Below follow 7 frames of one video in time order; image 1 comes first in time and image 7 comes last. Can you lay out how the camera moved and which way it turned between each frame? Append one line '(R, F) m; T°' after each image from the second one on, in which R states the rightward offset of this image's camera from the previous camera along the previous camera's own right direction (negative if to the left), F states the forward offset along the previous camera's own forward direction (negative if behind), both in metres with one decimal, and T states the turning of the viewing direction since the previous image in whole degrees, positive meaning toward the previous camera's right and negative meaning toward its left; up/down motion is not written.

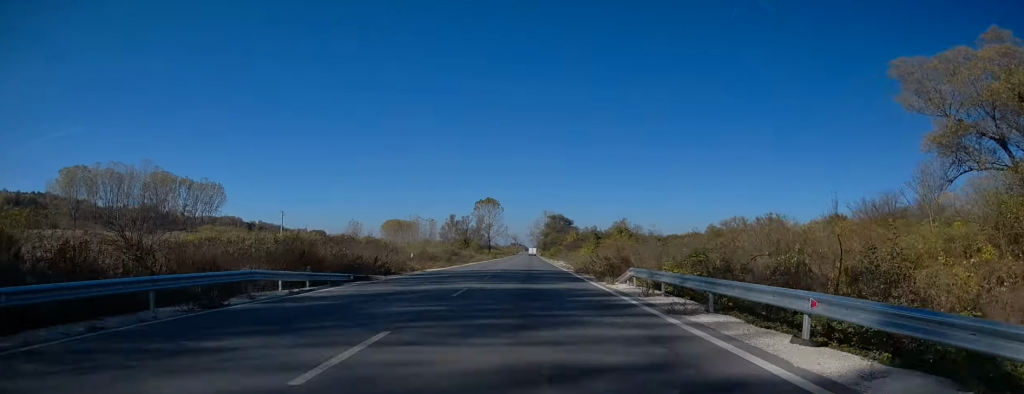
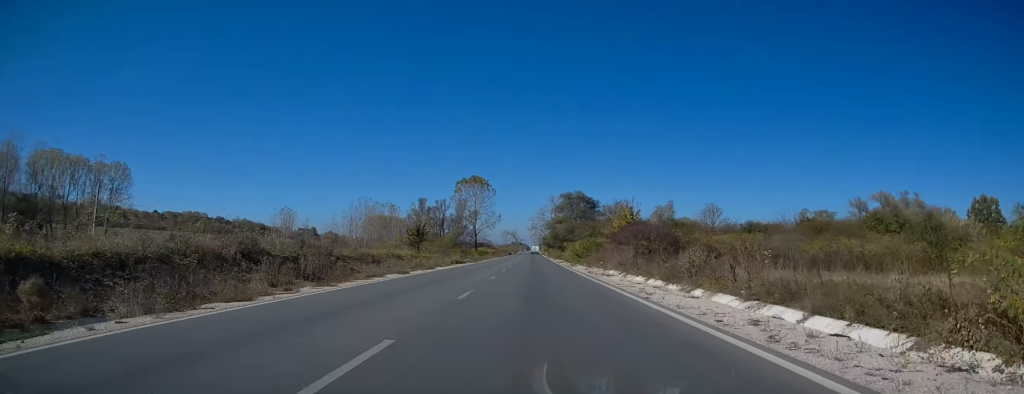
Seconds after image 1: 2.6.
(-0.2, +63.4) m; 0°
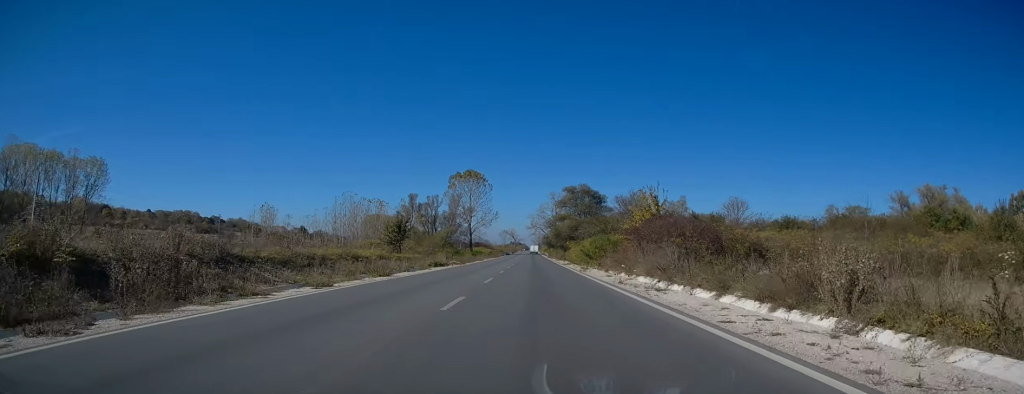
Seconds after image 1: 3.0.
(-0.1, +11.5) m; 0°
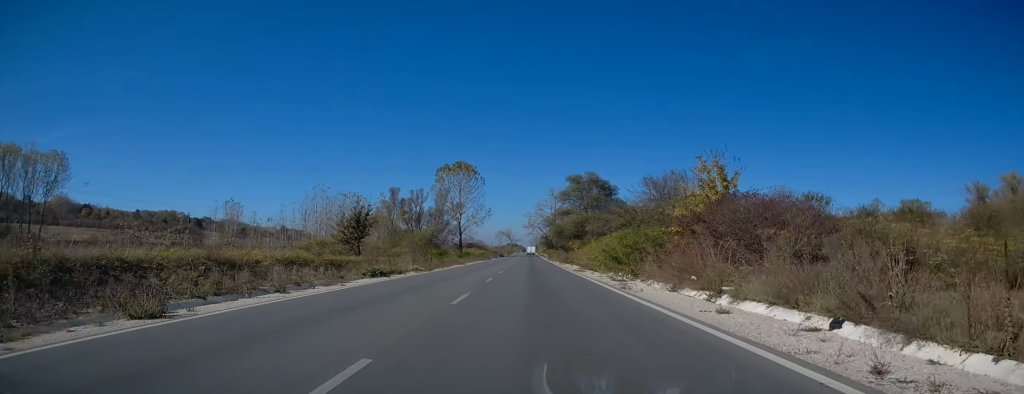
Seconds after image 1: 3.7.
(+0.2, +16.5) m; 0°
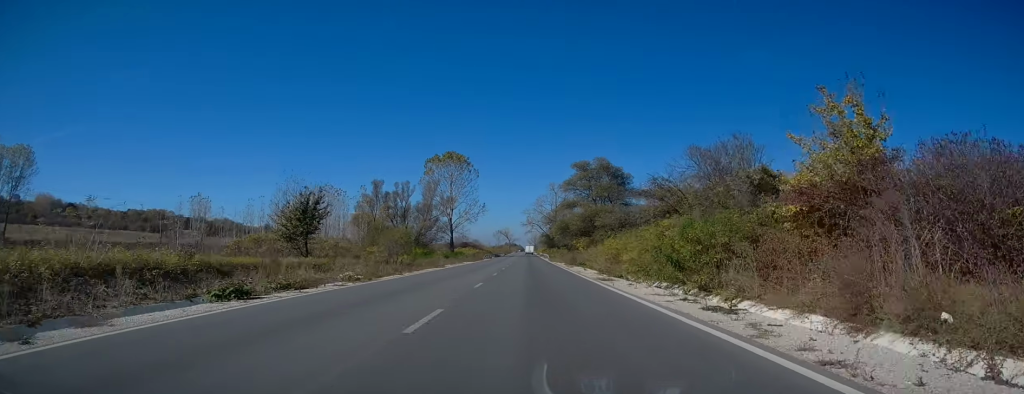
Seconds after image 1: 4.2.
(+0.1, +13.2) m; 0°
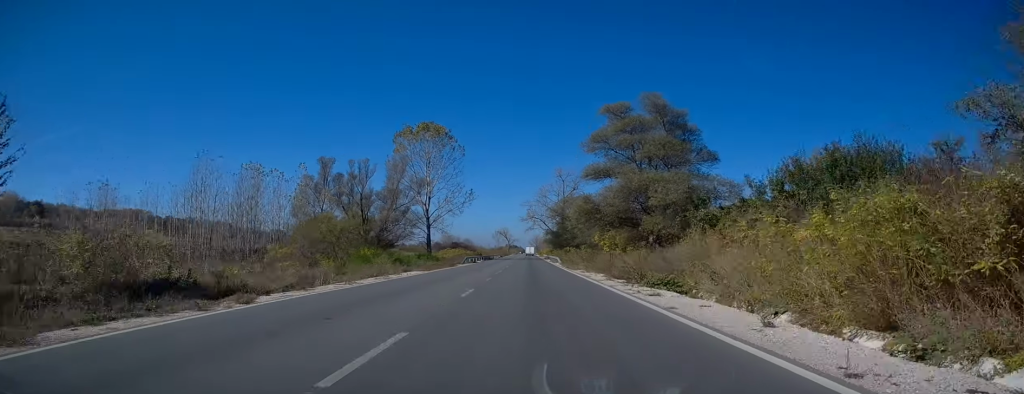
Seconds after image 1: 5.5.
(-0.1, +30.5) m; 0°
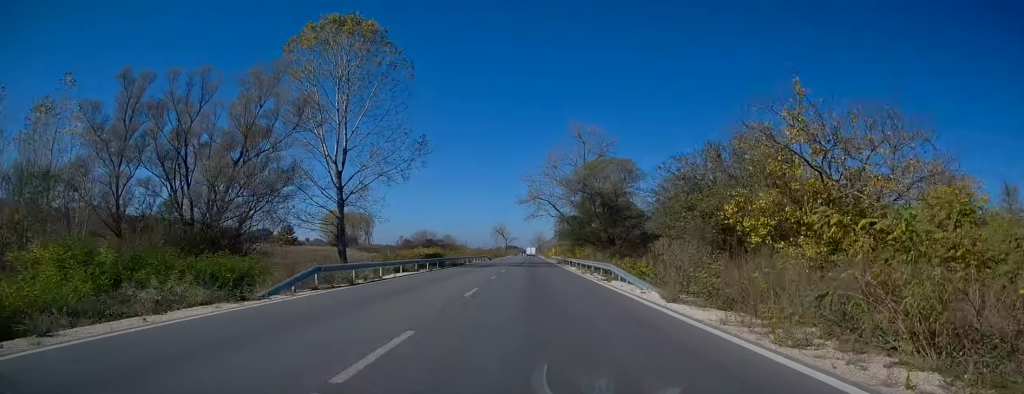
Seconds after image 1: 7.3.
(-0.3, +44.7) m; -1°
